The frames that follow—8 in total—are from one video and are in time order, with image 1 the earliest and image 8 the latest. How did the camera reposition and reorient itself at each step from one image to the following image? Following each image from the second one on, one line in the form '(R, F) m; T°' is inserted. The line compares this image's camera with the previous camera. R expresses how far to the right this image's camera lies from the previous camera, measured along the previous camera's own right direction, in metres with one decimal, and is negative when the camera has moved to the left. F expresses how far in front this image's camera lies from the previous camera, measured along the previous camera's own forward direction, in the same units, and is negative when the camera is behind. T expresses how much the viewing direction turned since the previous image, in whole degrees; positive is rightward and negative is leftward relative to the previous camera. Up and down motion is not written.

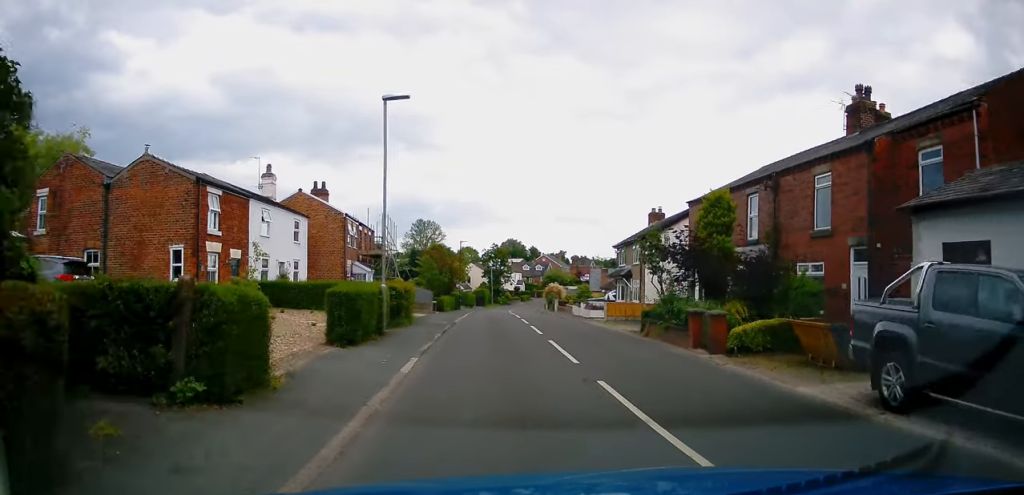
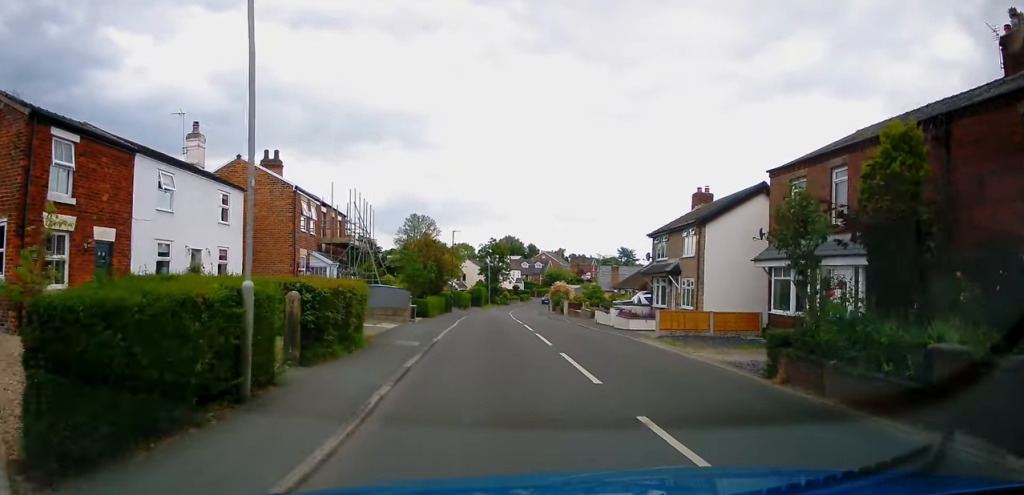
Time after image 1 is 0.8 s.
(0.0, +8.8) m; 0°
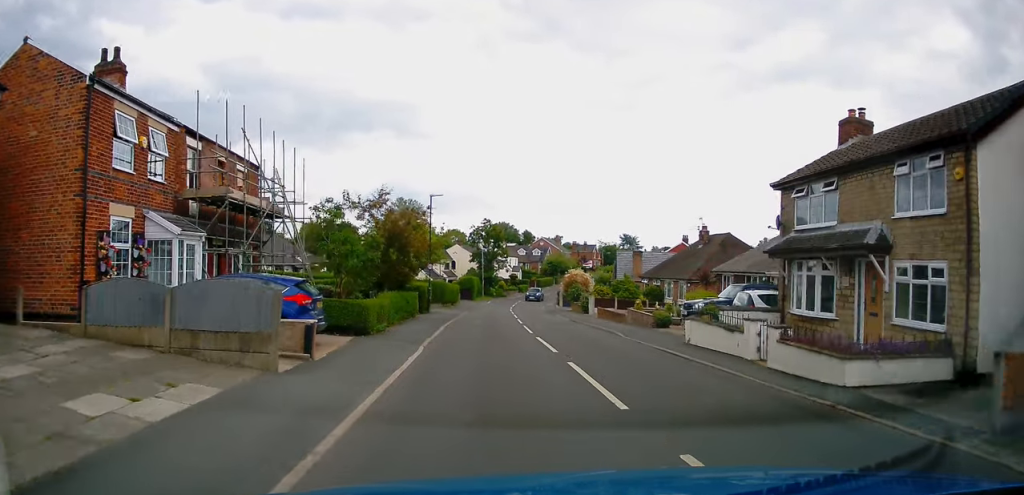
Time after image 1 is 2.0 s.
(-0.1, +14.3) m; +1°
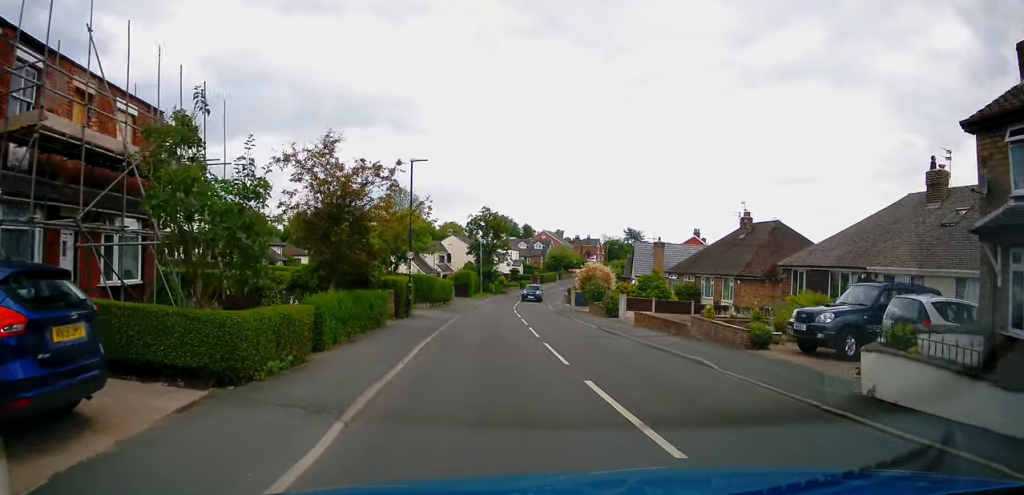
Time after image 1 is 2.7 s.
(+0.2, +8.2) m; 0°
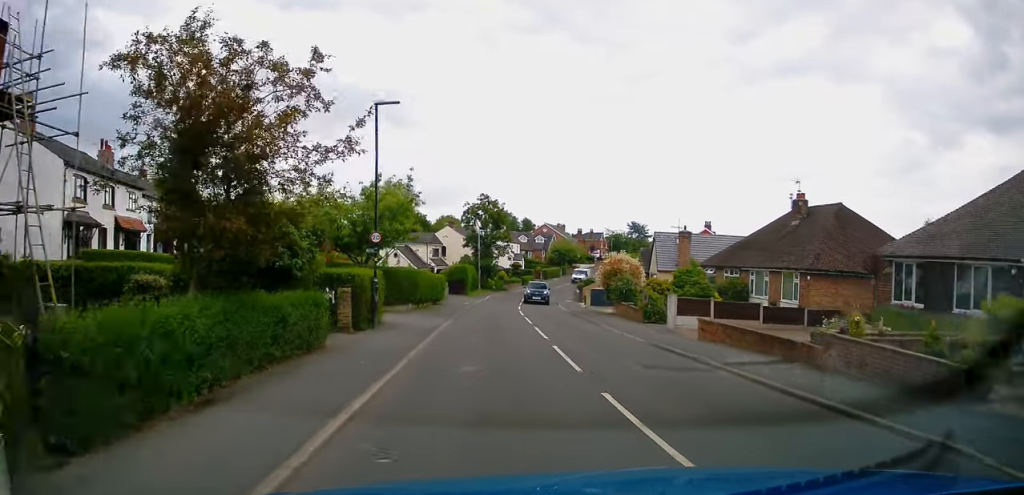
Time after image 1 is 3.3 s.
(+0.1, +7.1) m; 0°
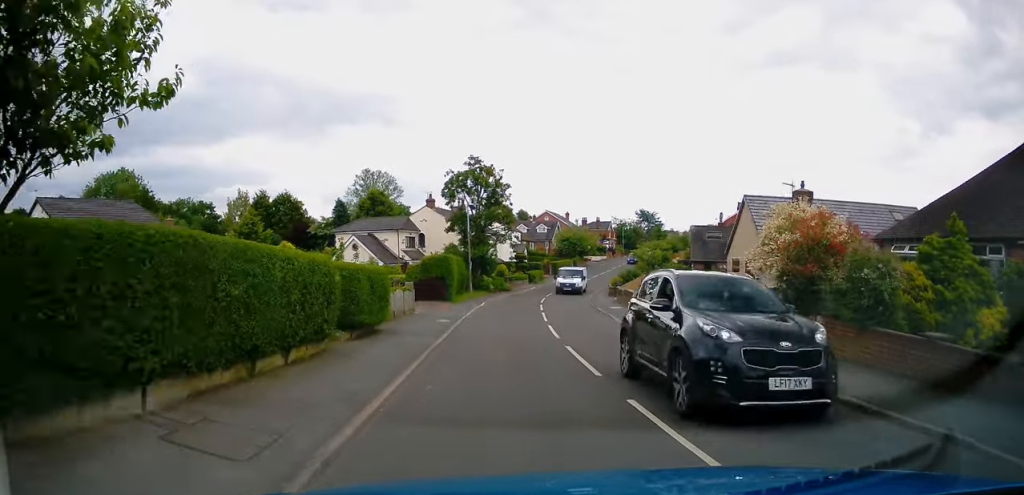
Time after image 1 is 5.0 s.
(0.0, +19.4) m; +1°
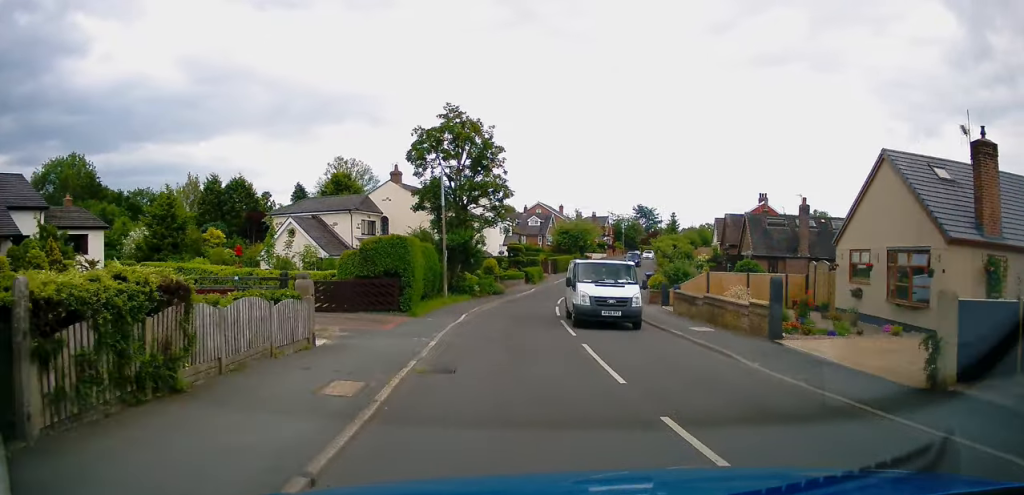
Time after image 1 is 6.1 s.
(0.0, +13.4) m; +2°
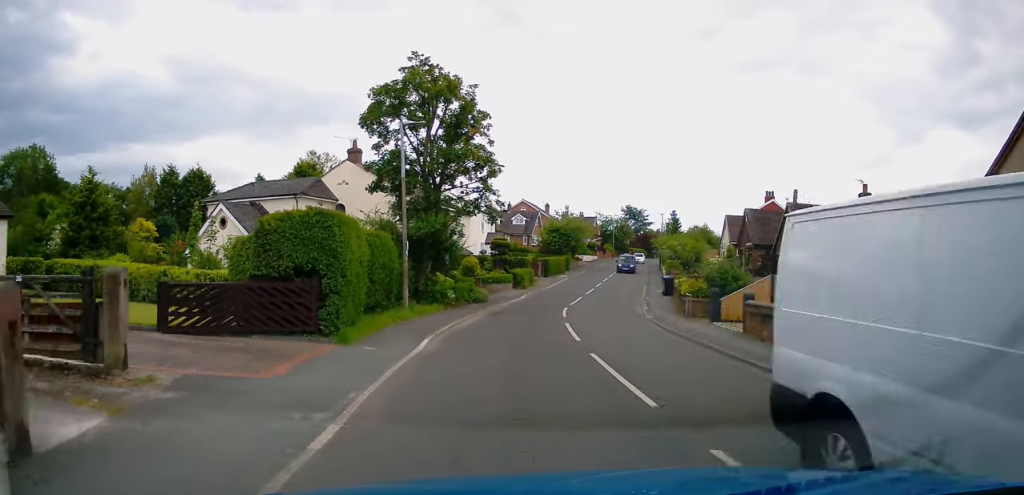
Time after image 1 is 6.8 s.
(+0.2, +7.9) m; +2°
